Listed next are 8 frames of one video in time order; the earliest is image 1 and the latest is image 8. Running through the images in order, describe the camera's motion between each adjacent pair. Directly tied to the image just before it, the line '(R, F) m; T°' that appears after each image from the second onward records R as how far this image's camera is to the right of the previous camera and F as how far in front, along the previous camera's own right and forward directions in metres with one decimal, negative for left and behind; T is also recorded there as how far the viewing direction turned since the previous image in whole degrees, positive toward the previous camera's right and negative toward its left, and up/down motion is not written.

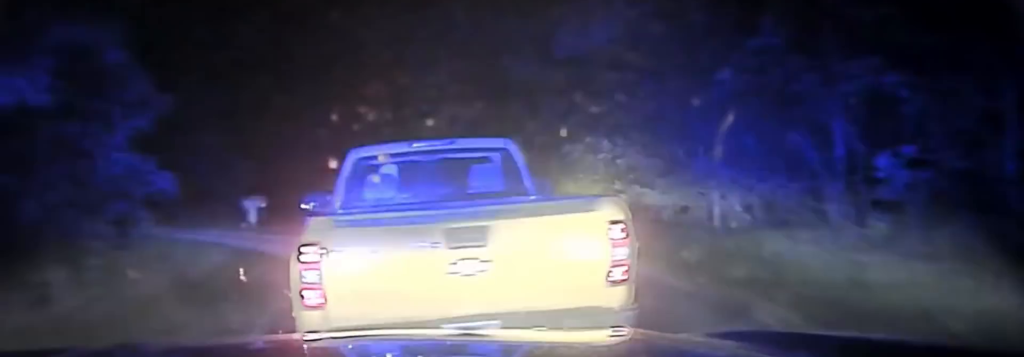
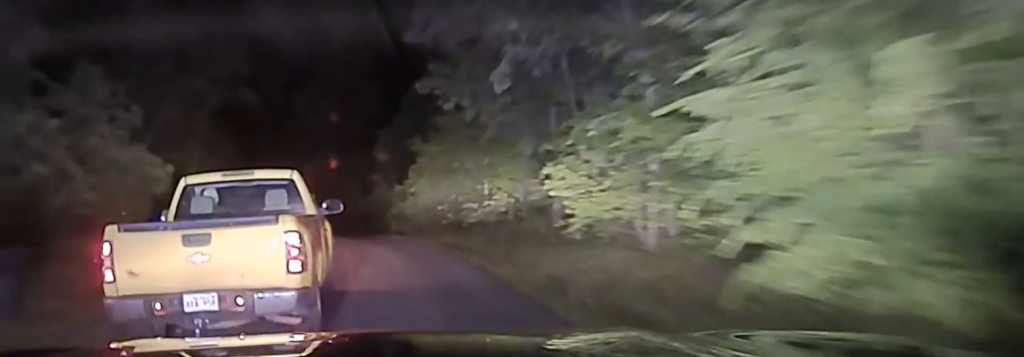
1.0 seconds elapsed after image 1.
(-1.2, +19.2) m; -9°
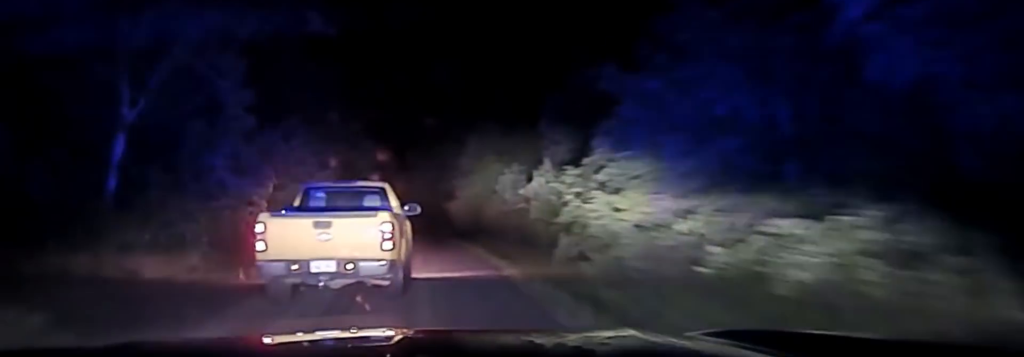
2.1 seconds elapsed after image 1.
(-1.9, +20.1) m; -8°
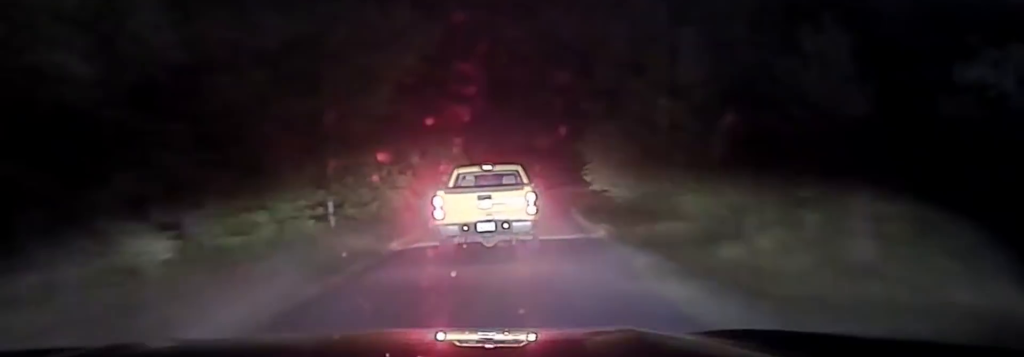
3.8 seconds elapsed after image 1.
(-1.8, +36.9) m; -2°
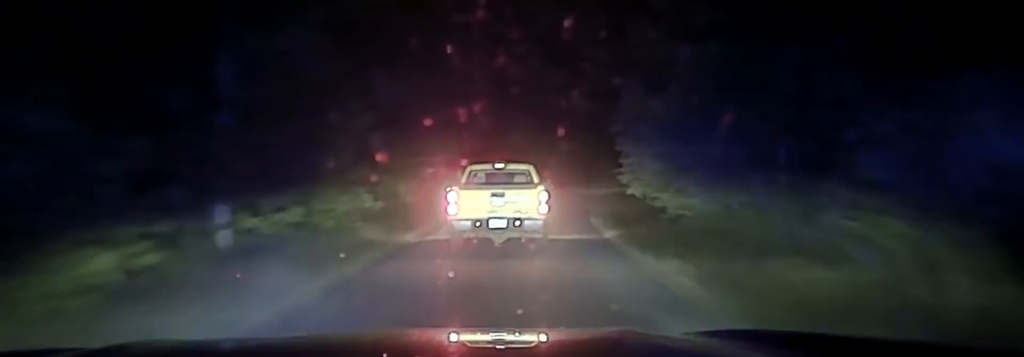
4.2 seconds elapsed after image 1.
(0.0, +10.7) m; +1°
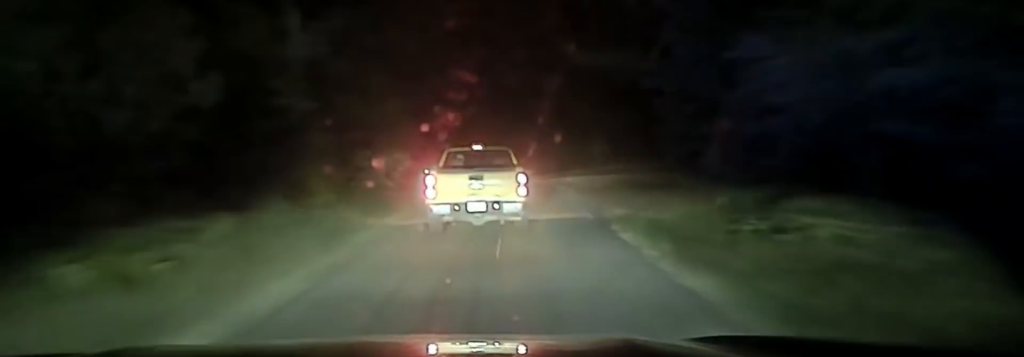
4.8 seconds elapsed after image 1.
(+0.2, +10.9) m; +1°
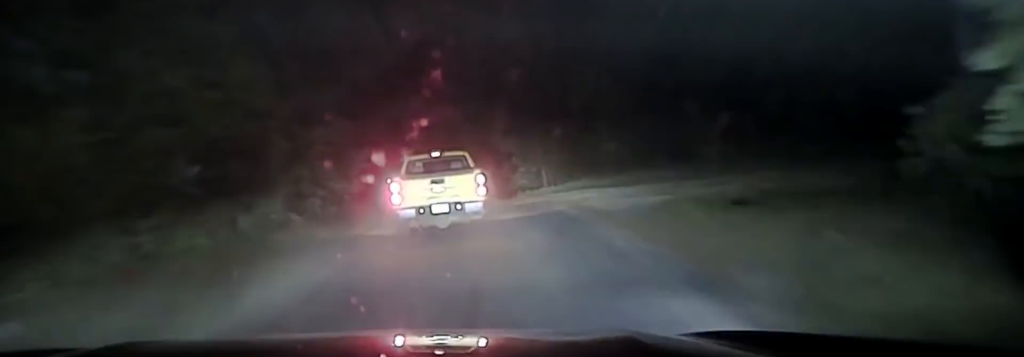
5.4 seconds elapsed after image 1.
(+0.7, +13.5) m; -1°
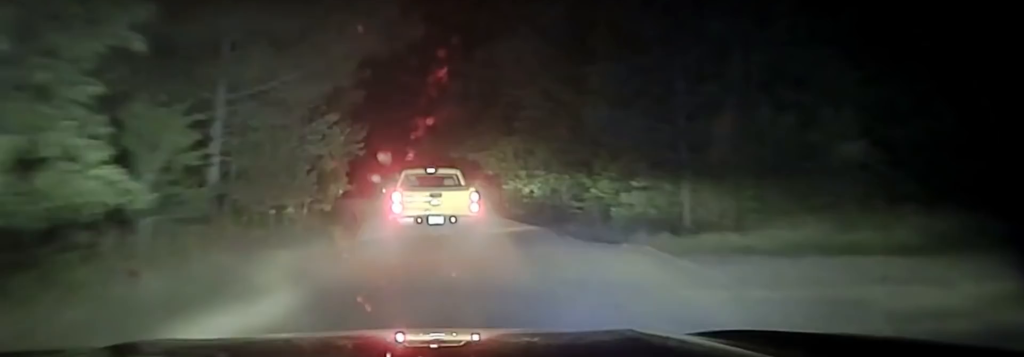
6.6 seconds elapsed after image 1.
(-1.5, +22.5) m; -6°
